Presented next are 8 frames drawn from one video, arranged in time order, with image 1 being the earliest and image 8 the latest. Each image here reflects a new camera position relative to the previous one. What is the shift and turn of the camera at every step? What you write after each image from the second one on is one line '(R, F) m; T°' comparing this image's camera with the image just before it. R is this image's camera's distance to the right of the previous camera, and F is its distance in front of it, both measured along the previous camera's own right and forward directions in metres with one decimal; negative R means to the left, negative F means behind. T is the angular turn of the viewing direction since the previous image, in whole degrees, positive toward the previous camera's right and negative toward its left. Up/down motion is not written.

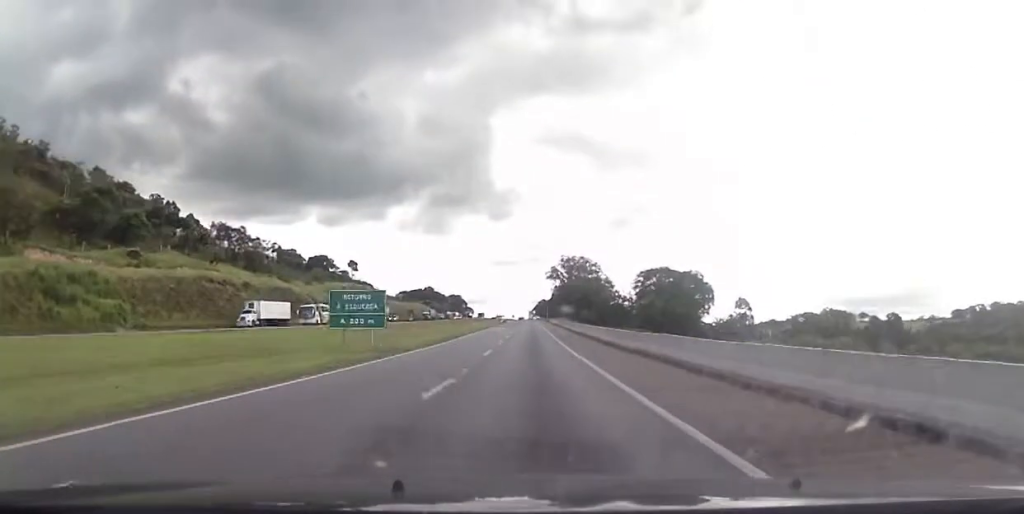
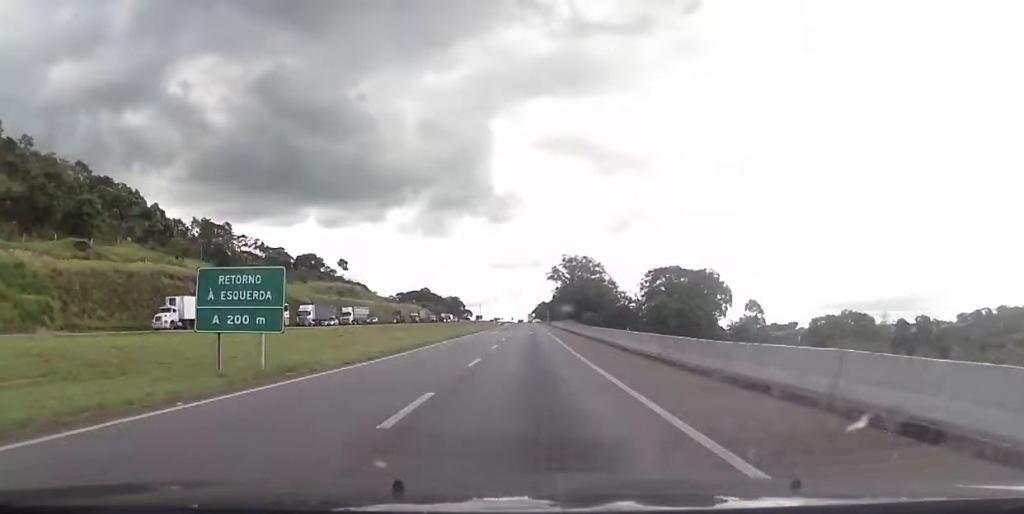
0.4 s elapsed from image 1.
(-0.3, +15.3) m; 0°
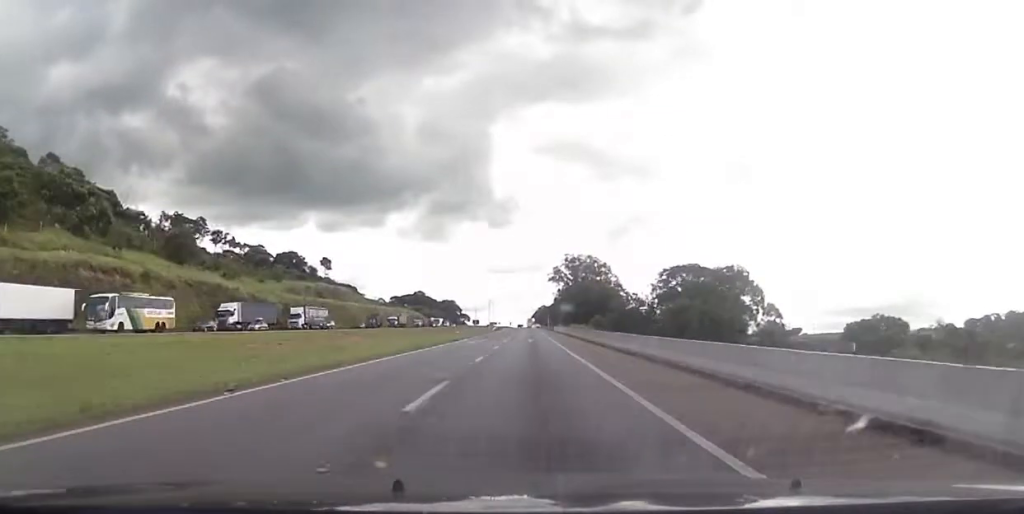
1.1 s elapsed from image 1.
(-0.1, +22.3) m; 0°
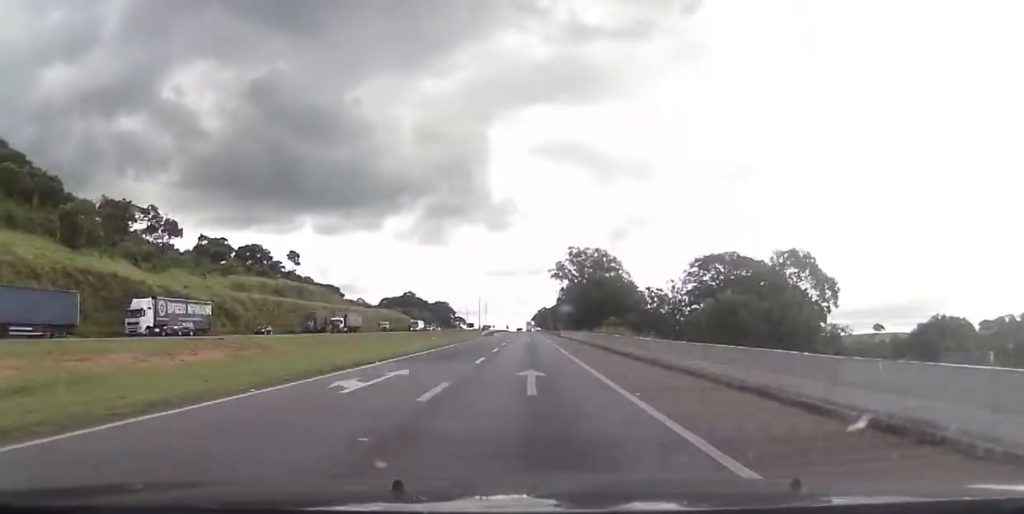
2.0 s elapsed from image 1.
(+0.4, +34.0) m; 0°
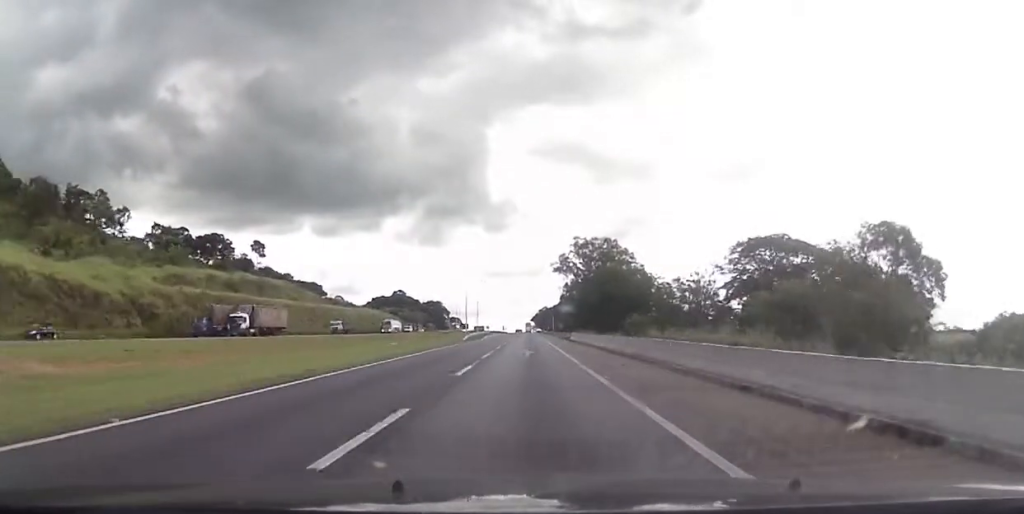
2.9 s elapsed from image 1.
(-0.5, +29.1) m; 0°
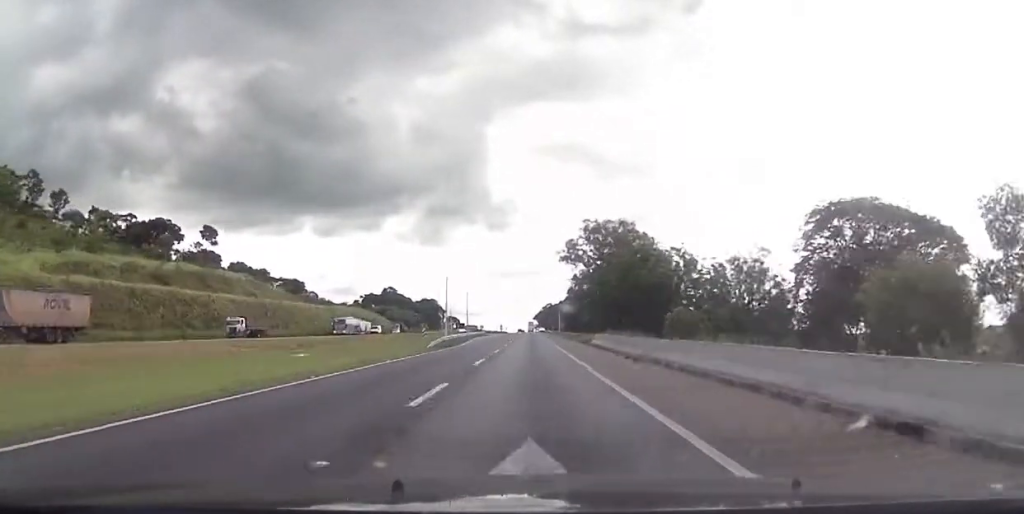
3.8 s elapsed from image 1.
(+0.4, +31.3) m; 0°
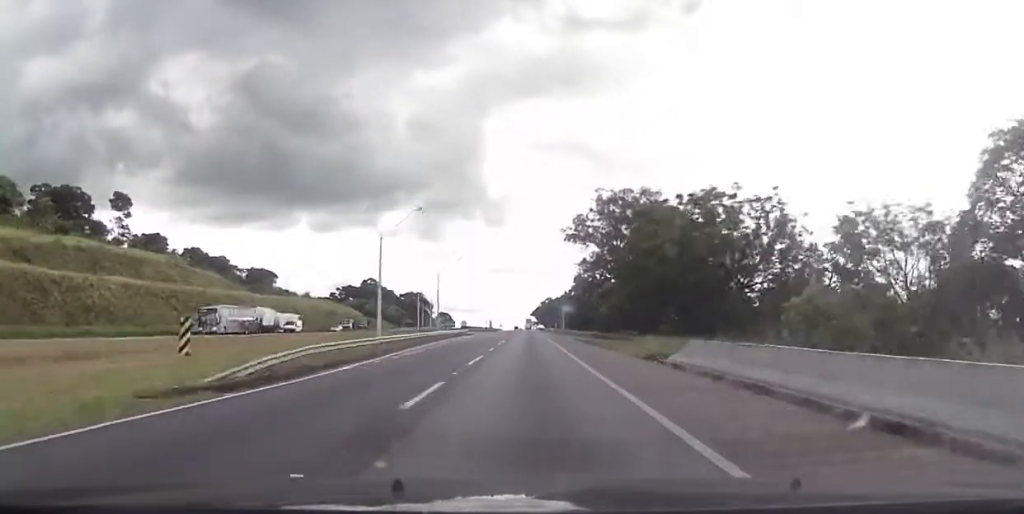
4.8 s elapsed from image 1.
(-0.4, +37.0) m; 0°
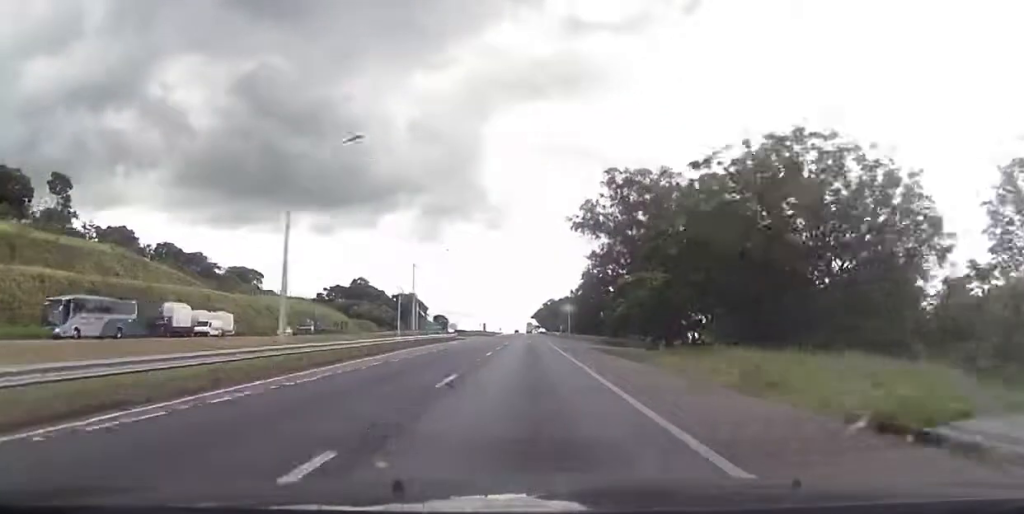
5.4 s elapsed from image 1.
(+0.3, +19.5) m; 0°
